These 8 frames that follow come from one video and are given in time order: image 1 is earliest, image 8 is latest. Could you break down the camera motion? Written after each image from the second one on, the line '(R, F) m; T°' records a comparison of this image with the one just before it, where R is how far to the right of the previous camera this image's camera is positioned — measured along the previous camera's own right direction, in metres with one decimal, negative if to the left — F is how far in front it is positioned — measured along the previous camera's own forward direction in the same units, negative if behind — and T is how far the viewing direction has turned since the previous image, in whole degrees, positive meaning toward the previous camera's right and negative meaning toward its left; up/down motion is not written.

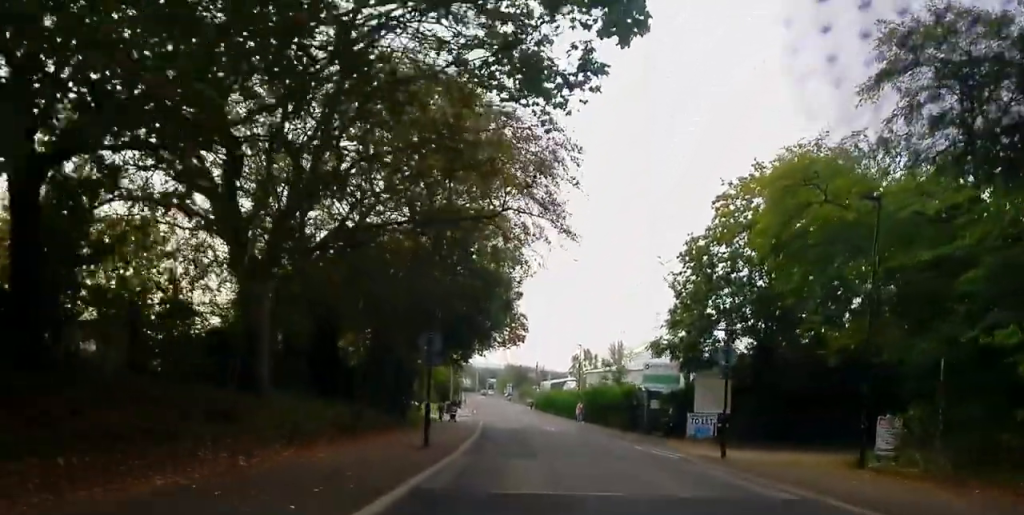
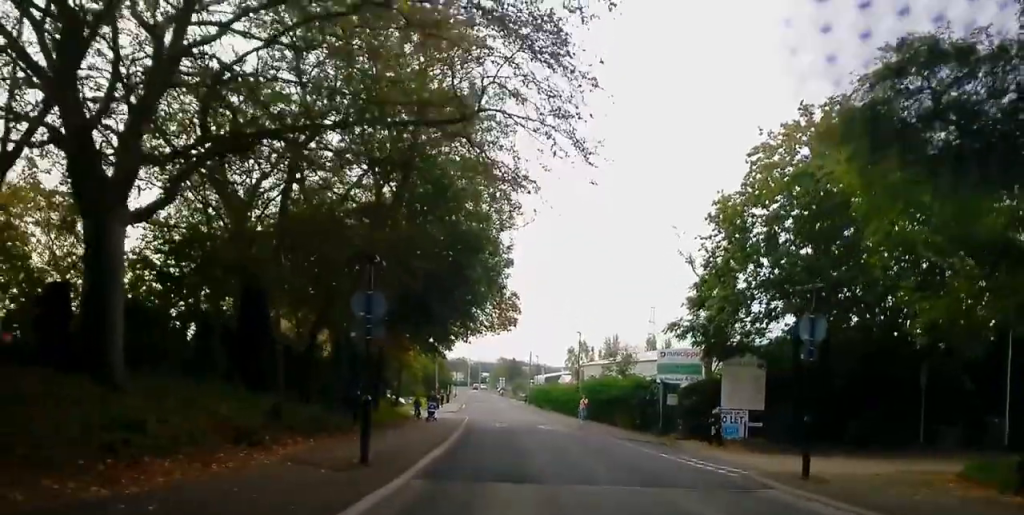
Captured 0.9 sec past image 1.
(-0.3, +6.8) m; -3°
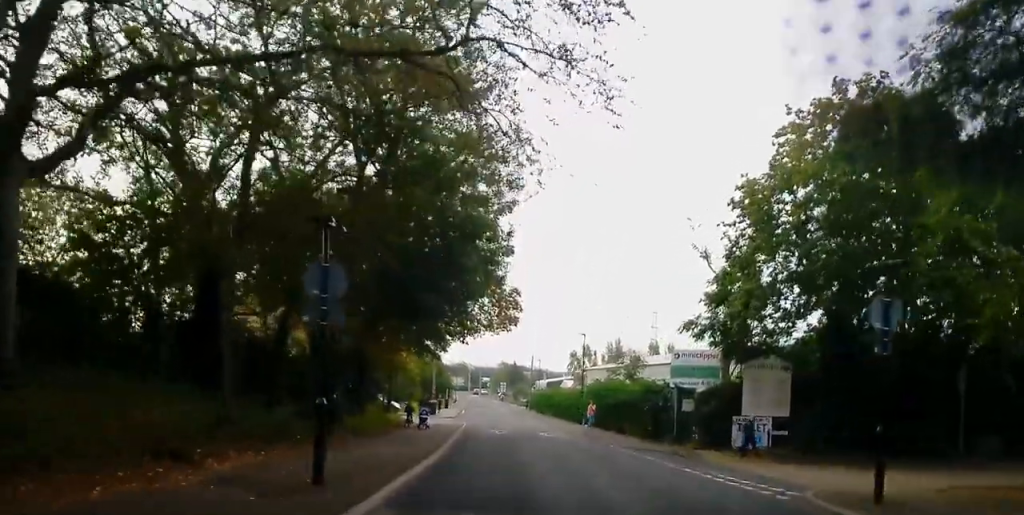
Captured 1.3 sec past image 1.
(0.0, +3.0) m; 0°
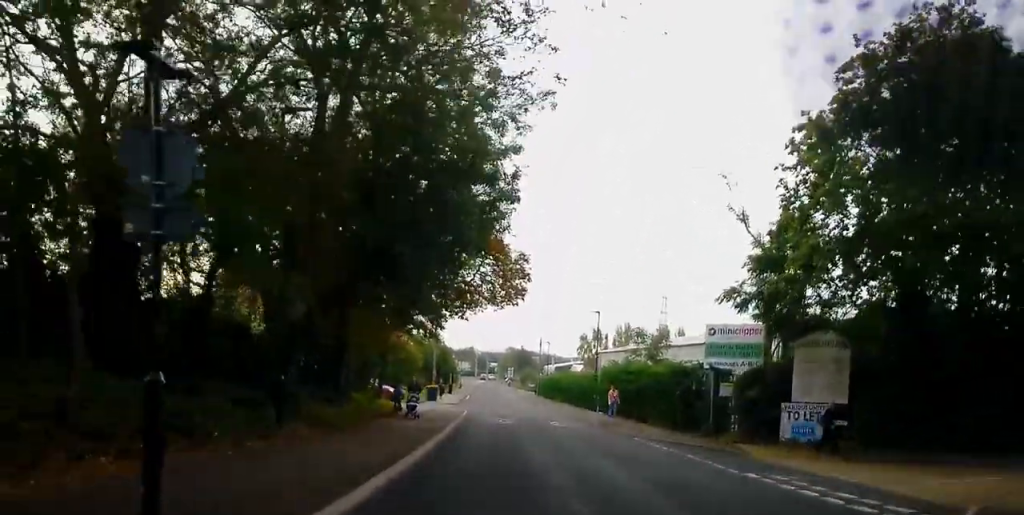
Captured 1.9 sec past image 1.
(0.0, +4.8) m; 0°
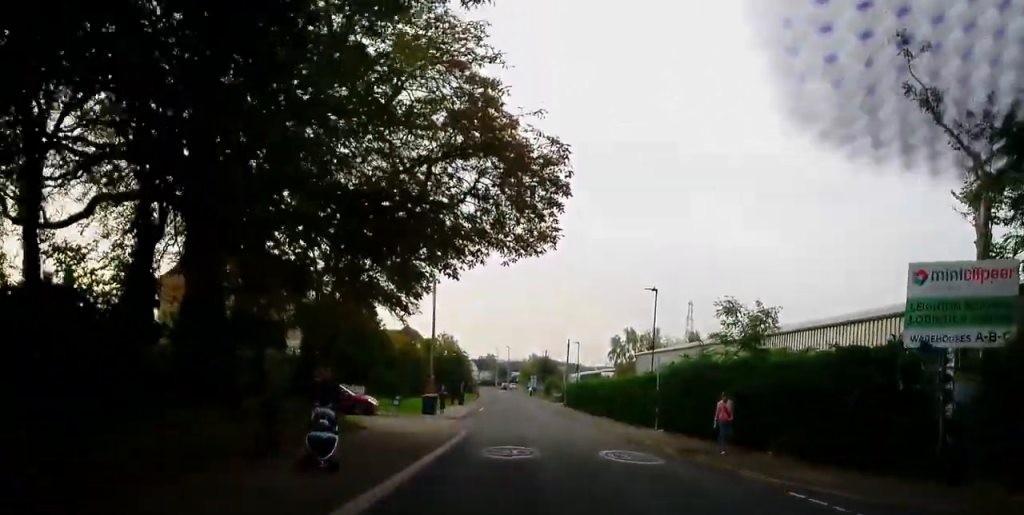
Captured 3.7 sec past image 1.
(-0.5, +13.9) m; -2°
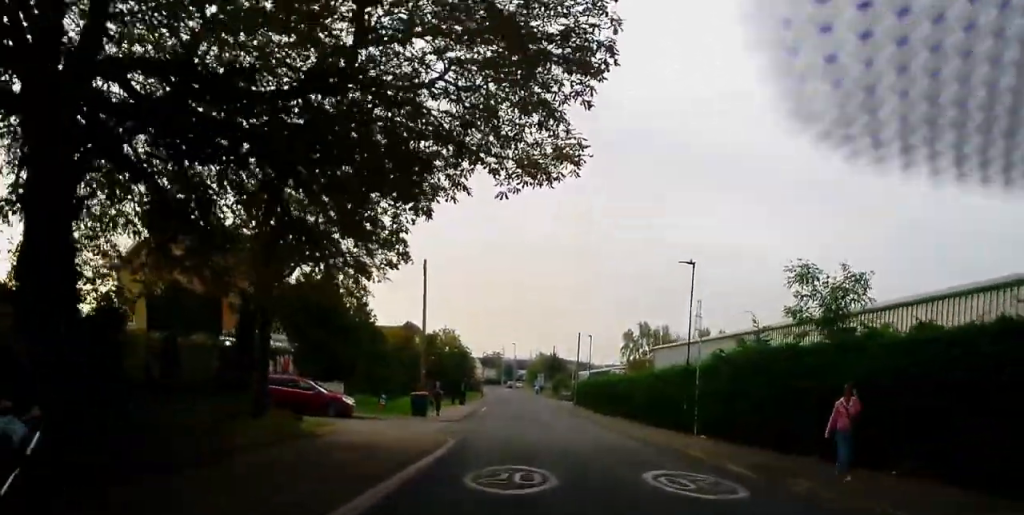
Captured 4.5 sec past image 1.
(+0.3, +6.6) m; +1°
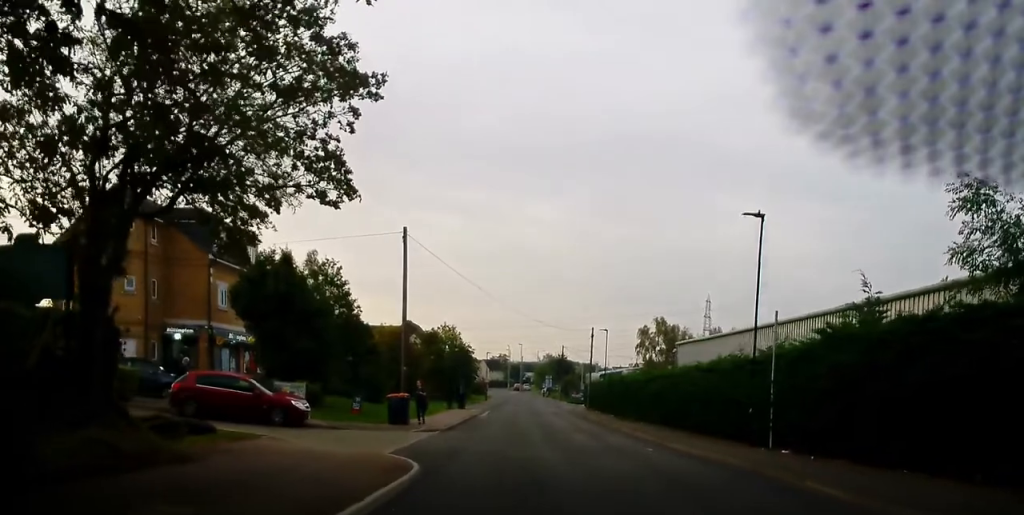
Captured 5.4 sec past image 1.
(0.0, +7.8) m; -1°
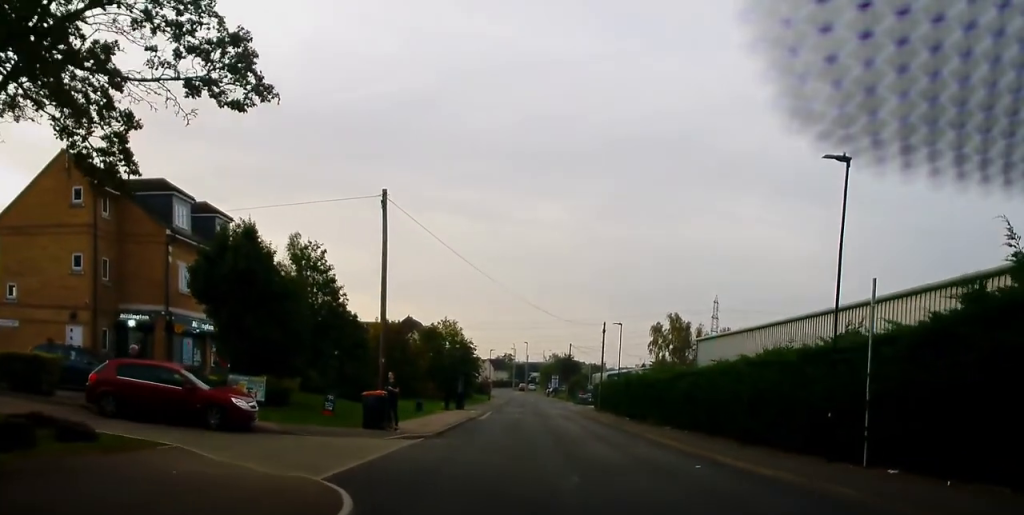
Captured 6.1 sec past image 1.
(-0.1, +5.4) m; -1°
